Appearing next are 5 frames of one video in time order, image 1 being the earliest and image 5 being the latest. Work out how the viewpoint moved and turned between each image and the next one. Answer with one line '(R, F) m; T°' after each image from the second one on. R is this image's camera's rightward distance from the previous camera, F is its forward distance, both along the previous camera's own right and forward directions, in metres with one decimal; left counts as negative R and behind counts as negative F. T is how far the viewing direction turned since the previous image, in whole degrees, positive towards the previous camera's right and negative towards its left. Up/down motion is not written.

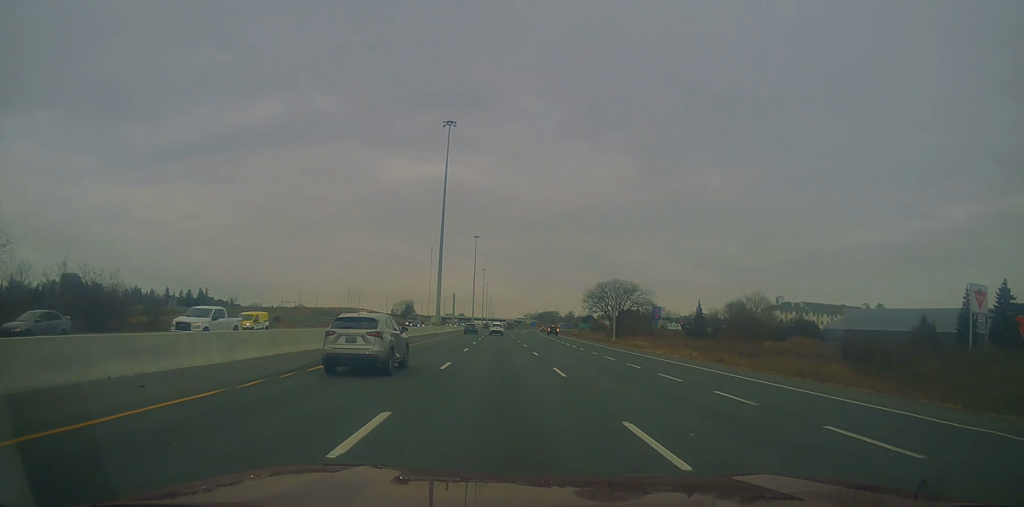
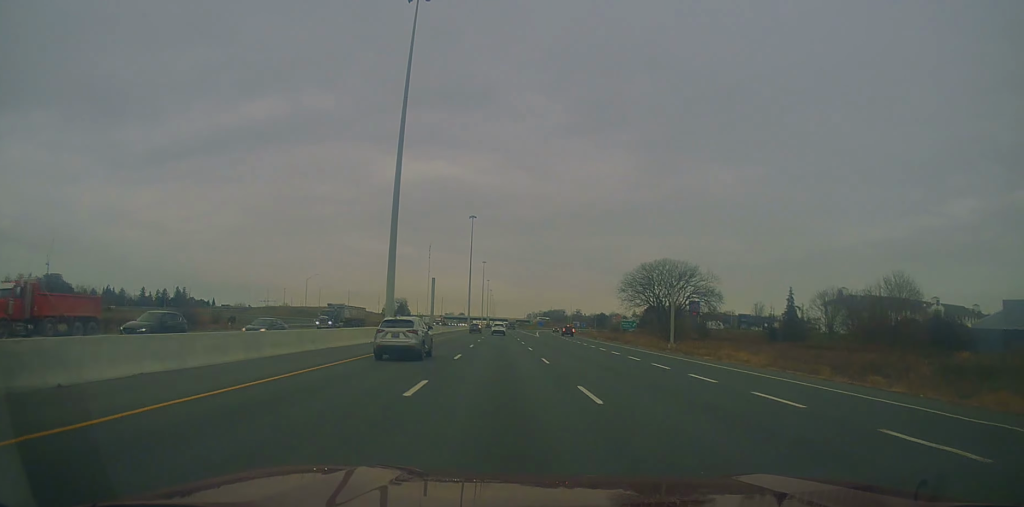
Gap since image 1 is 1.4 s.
(-0.7, +43.5) m; -1°
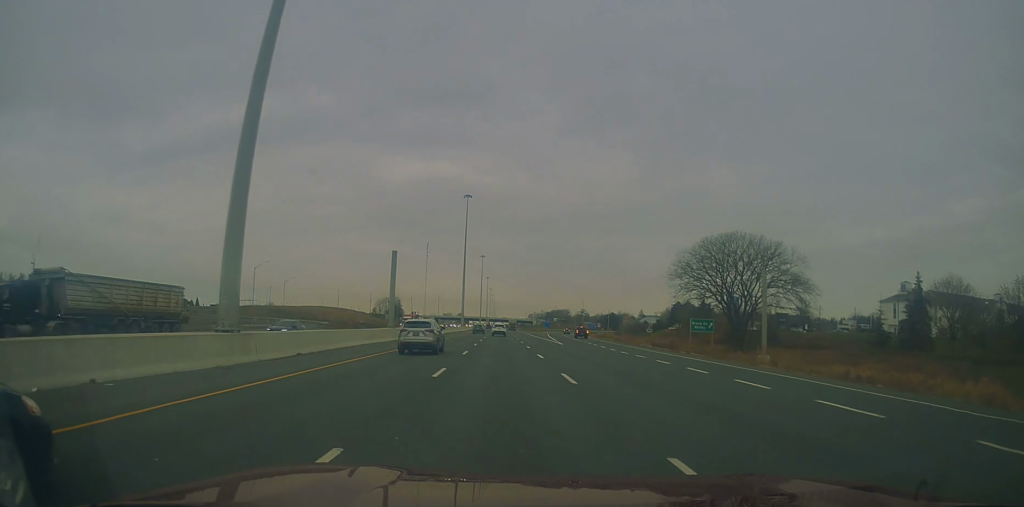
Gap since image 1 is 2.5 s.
(0.0, +32.3) m; 0°
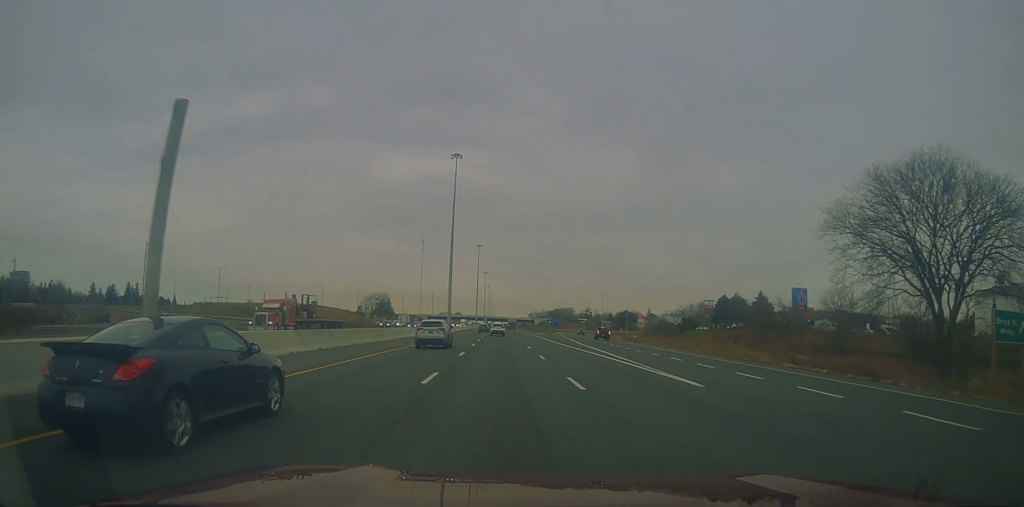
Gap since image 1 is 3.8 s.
(0.0, +38.5) m; 0°
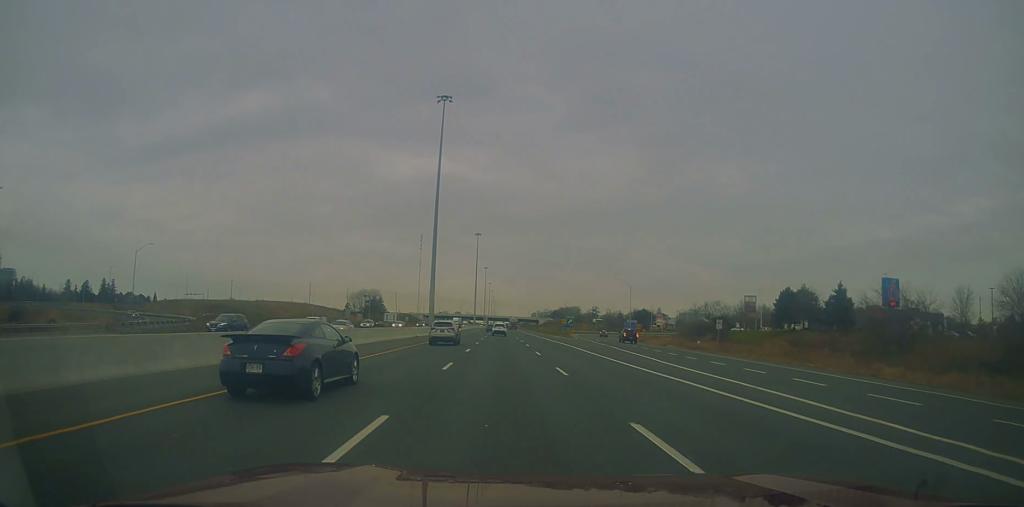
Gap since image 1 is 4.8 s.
(0.0, +32.4) m; +1°
